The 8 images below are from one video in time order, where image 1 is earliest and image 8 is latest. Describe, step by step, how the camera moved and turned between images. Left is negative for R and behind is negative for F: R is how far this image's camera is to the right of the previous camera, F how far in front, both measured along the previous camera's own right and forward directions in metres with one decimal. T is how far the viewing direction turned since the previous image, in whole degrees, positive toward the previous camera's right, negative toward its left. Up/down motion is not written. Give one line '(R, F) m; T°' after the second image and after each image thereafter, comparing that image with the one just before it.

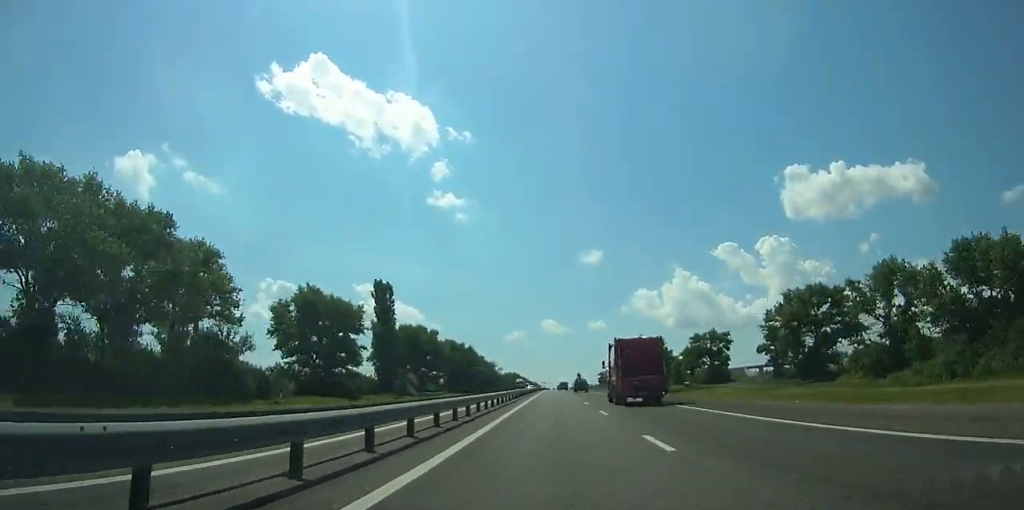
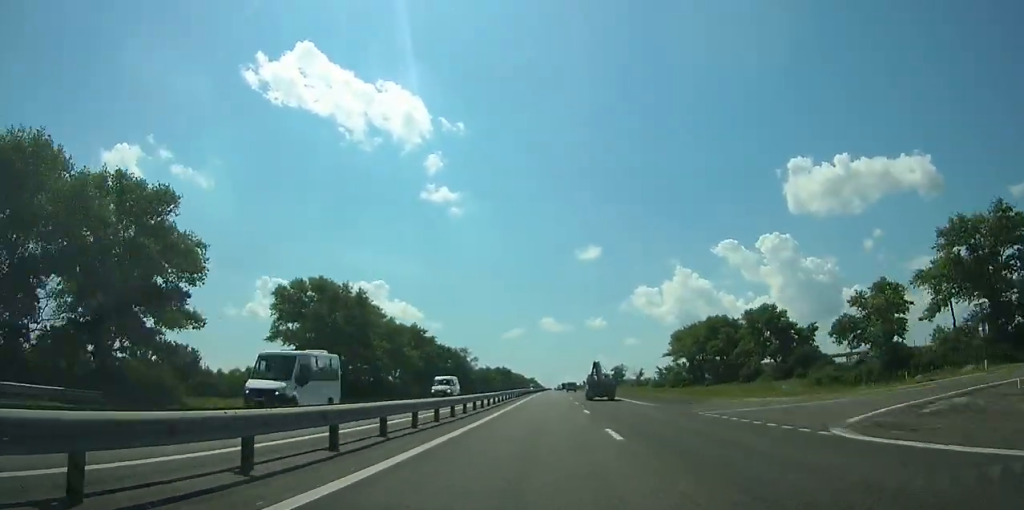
(+0.3, +100.7) m; 0°
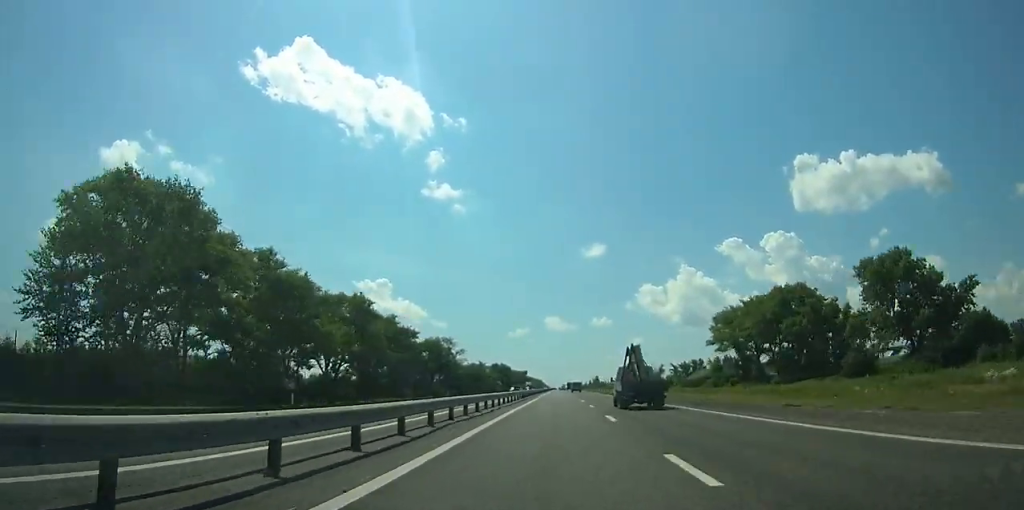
(-0.1, +39.8) m; 0°
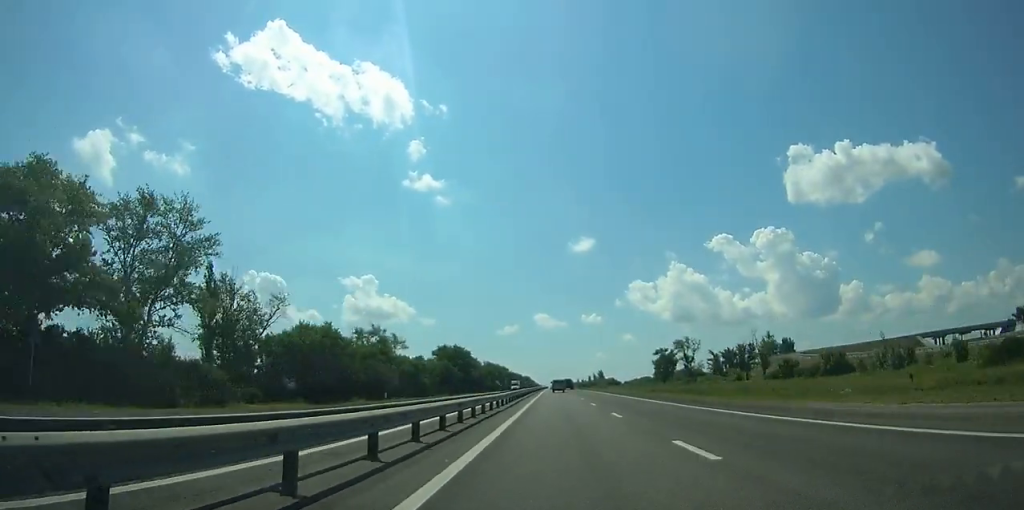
(+0.2, +130.2) m; 0°
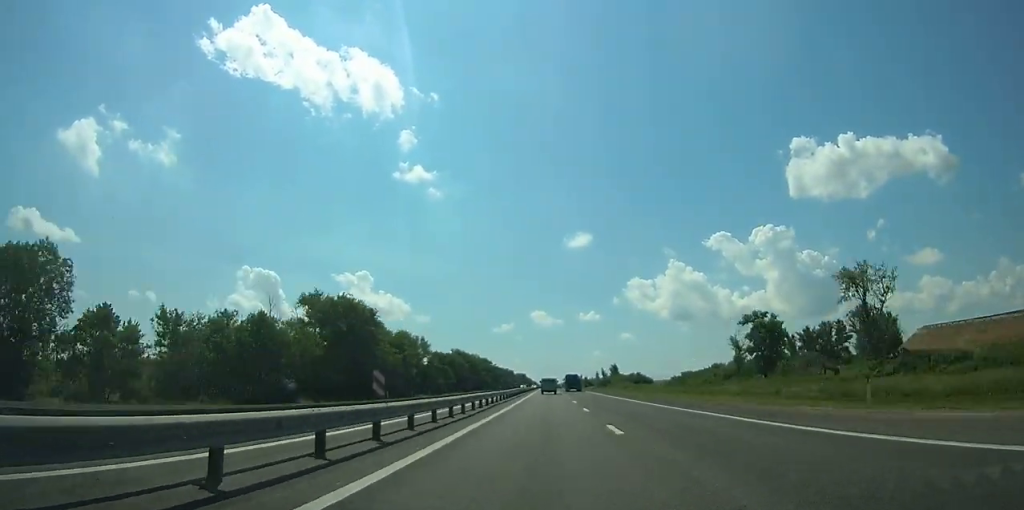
(+0.2, +102.5) m; 0°
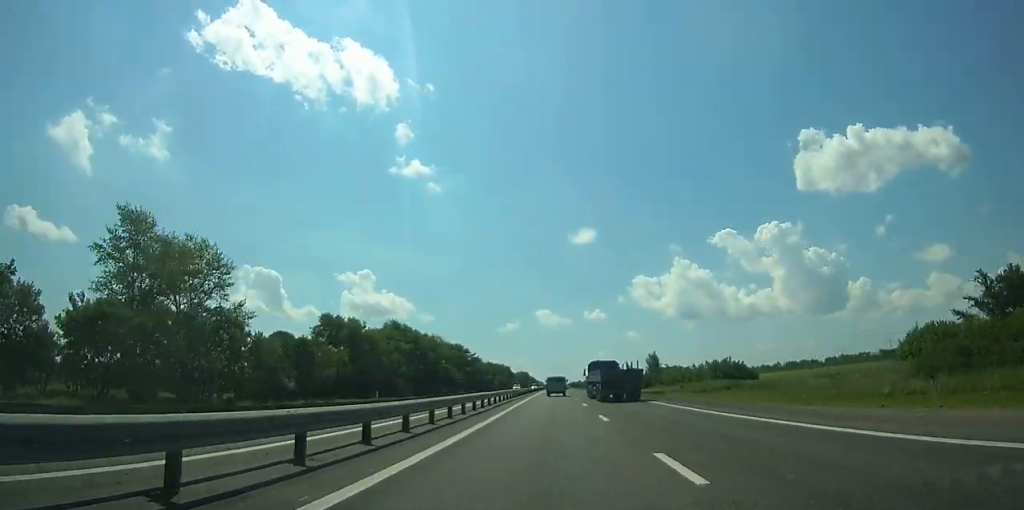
(-0.6, +101.6) m; 0°
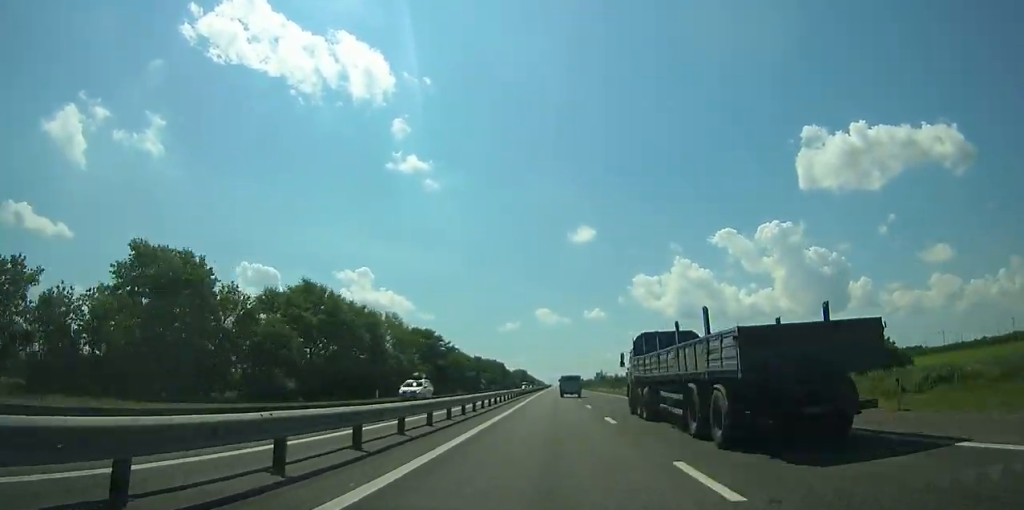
(-0.1, +47.9) m; 0°
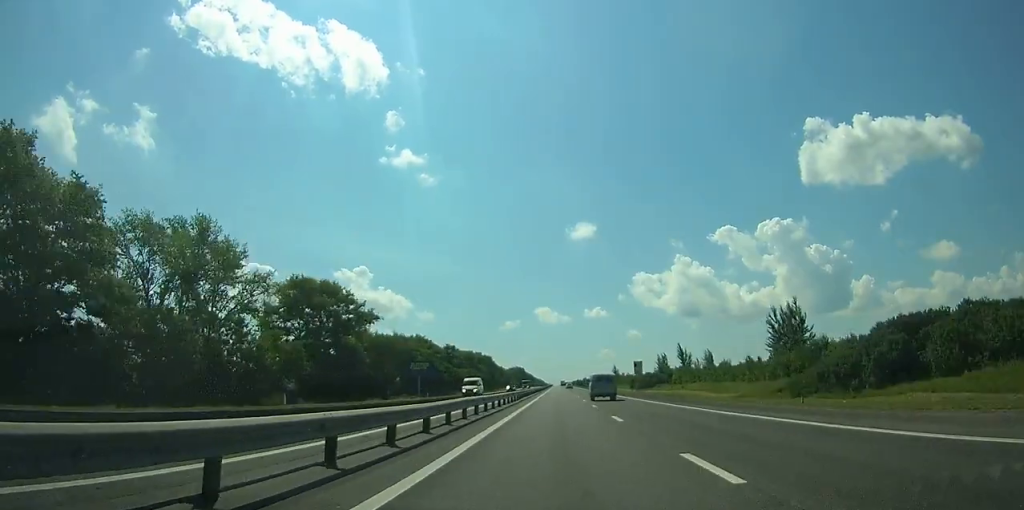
(+0.1, +72.5) m; 0°
